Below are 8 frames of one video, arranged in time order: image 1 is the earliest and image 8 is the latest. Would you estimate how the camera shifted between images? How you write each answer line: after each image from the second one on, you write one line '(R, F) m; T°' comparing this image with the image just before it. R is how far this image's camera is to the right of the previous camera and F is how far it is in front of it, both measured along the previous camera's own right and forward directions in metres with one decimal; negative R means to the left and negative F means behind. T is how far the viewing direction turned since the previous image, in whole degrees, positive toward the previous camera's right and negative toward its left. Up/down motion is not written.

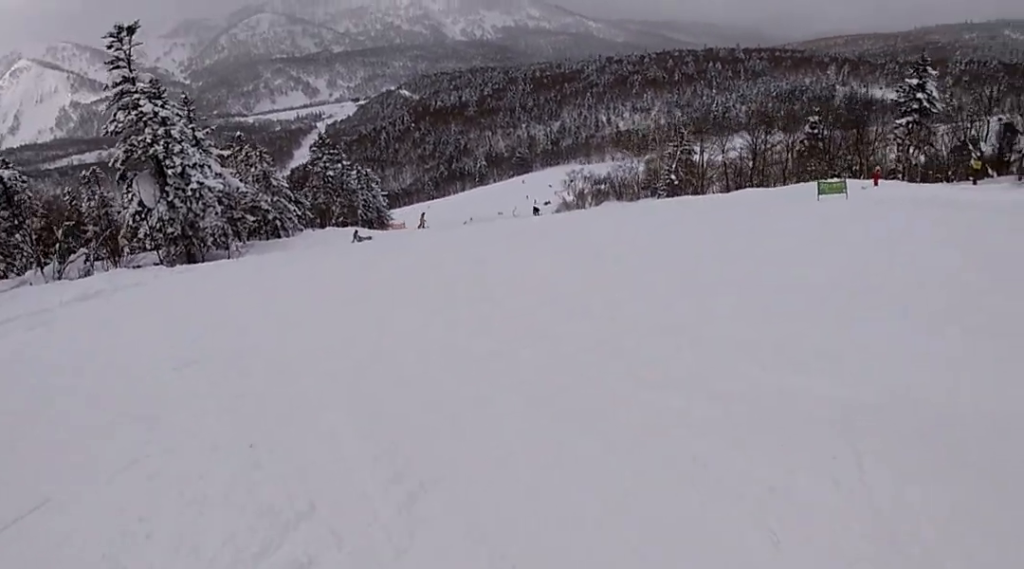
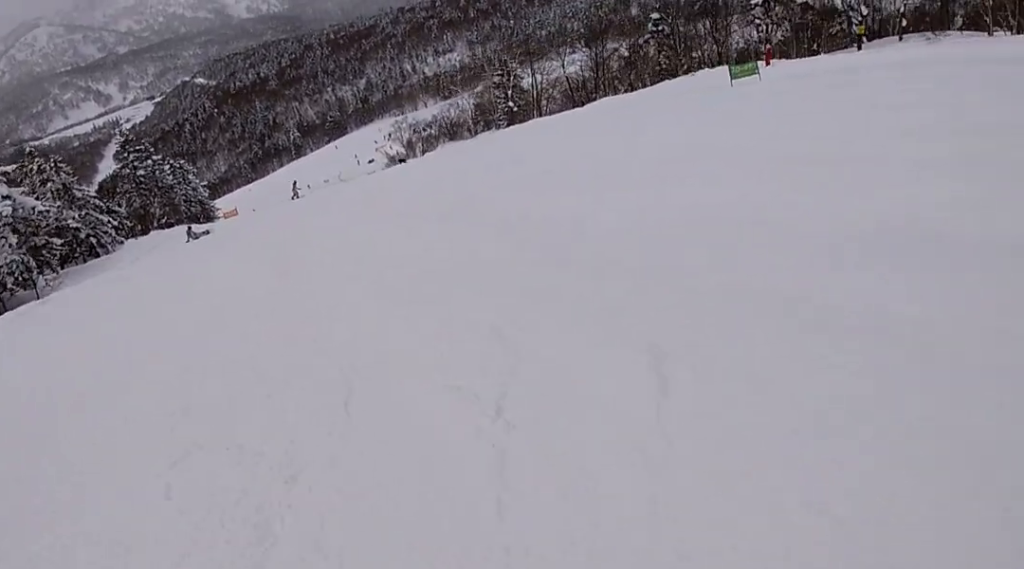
(+0.2, +6.4) m; +11°
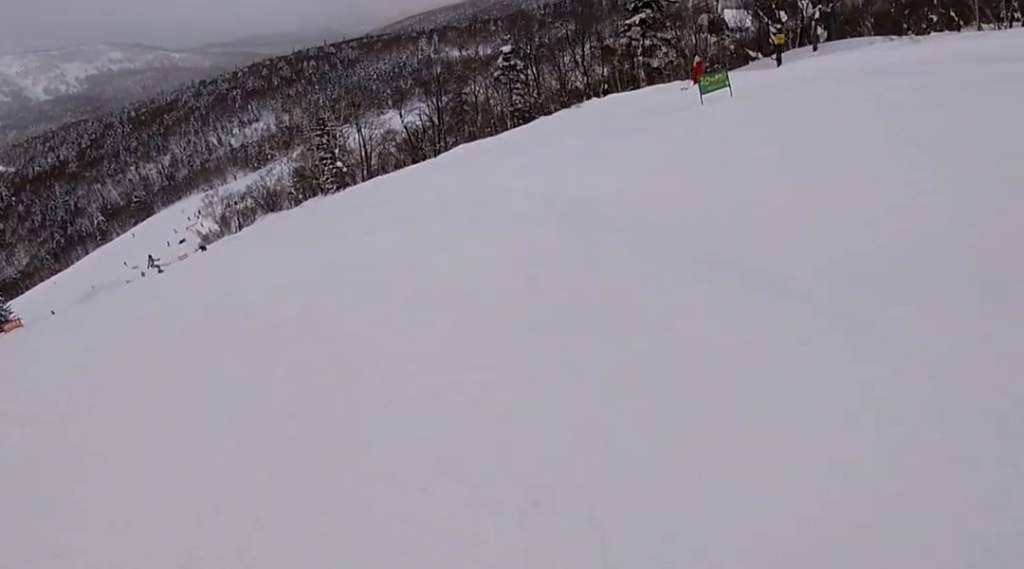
(+2.8, +10.3) m; +21°
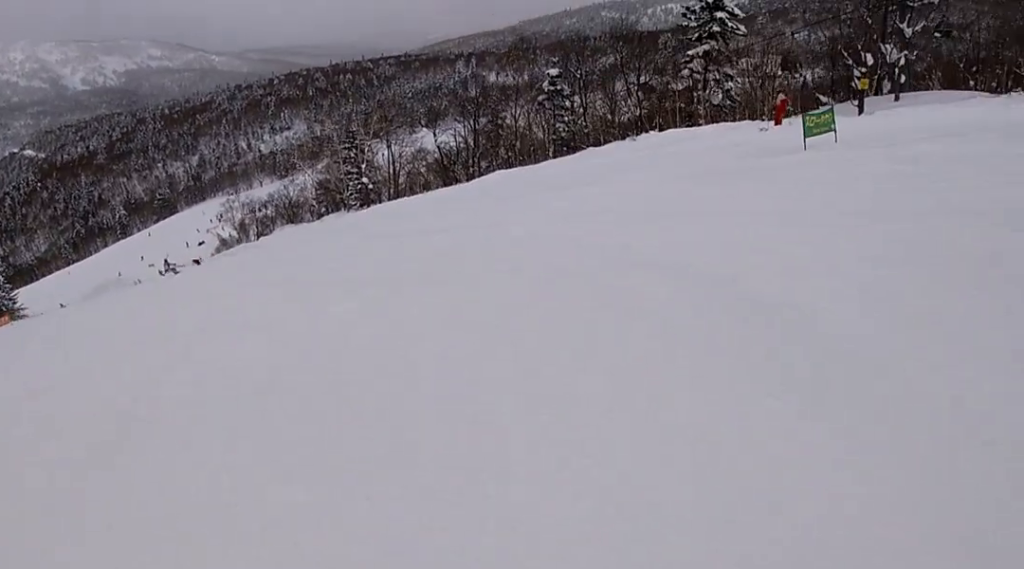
(+0.4, +4.0) m; +4°
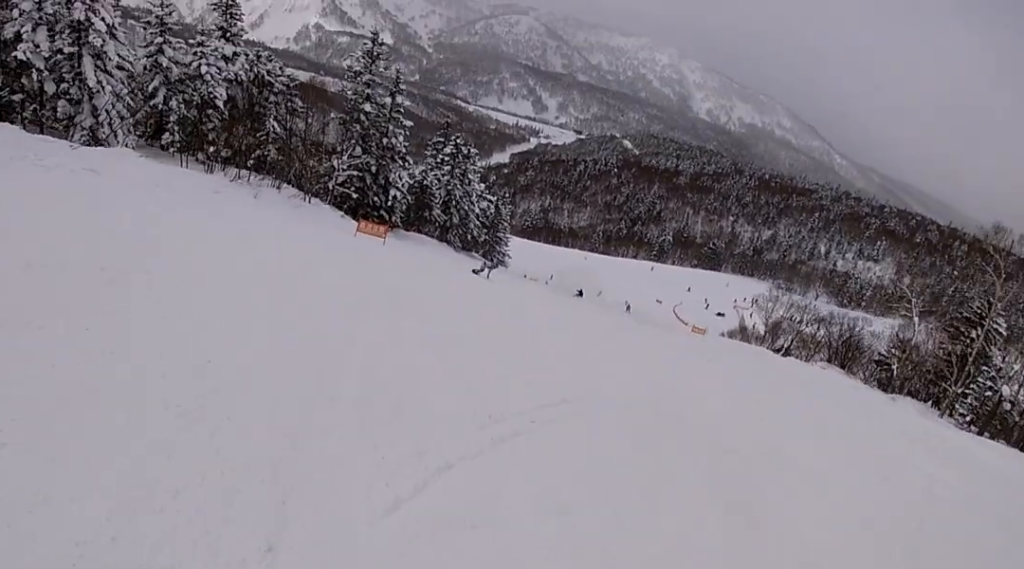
(-5.1, +21.3) m; -41°
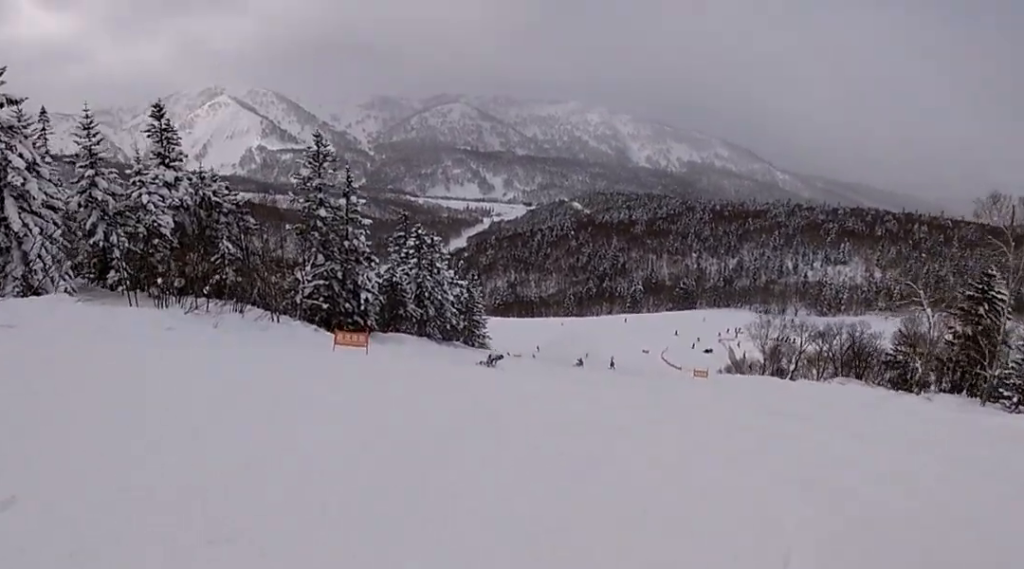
(-1.0, +3.5) m; -3°
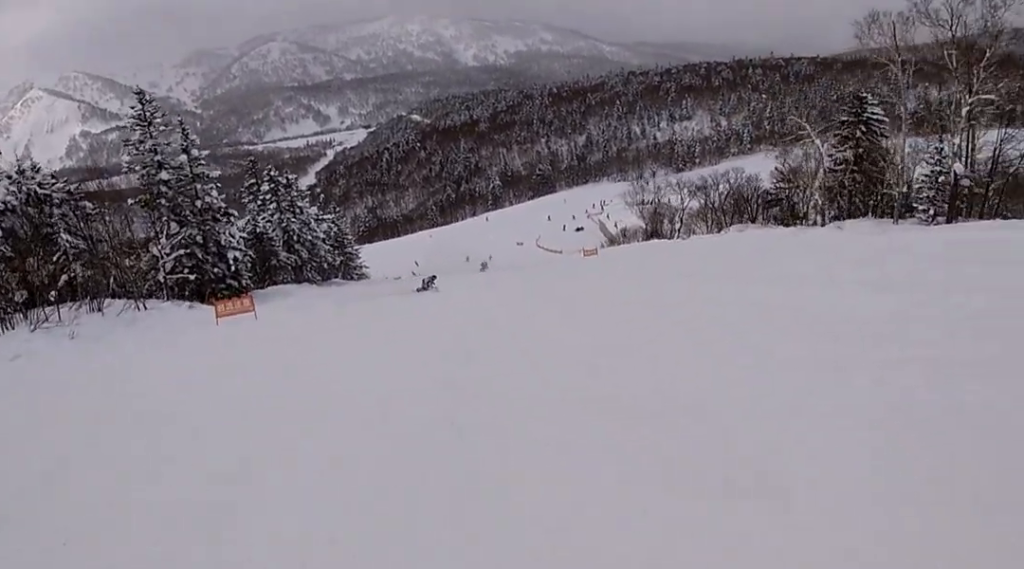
(+0.1, +3.8) m; +7°
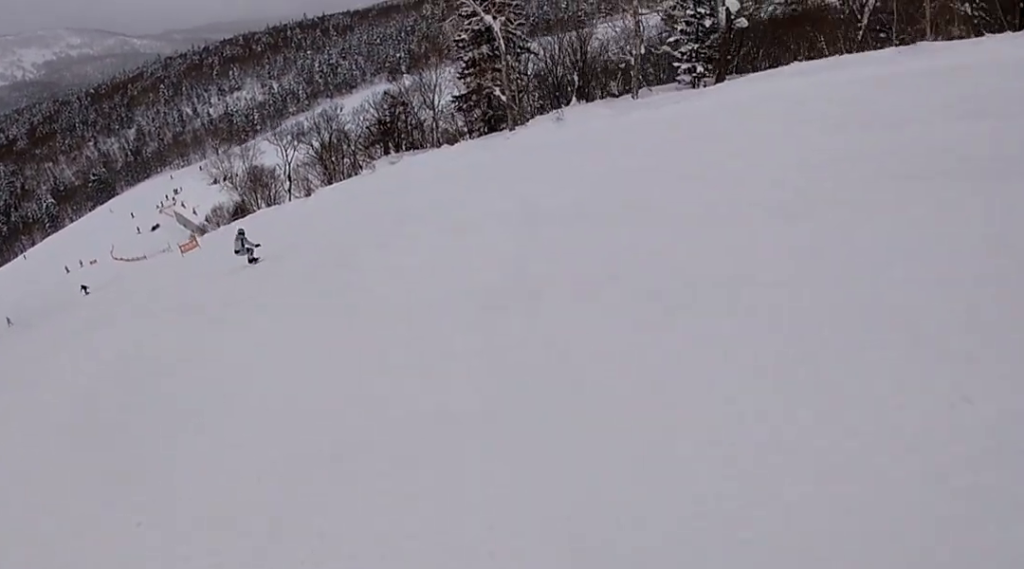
(+7.7, +13.9) m; +40°
